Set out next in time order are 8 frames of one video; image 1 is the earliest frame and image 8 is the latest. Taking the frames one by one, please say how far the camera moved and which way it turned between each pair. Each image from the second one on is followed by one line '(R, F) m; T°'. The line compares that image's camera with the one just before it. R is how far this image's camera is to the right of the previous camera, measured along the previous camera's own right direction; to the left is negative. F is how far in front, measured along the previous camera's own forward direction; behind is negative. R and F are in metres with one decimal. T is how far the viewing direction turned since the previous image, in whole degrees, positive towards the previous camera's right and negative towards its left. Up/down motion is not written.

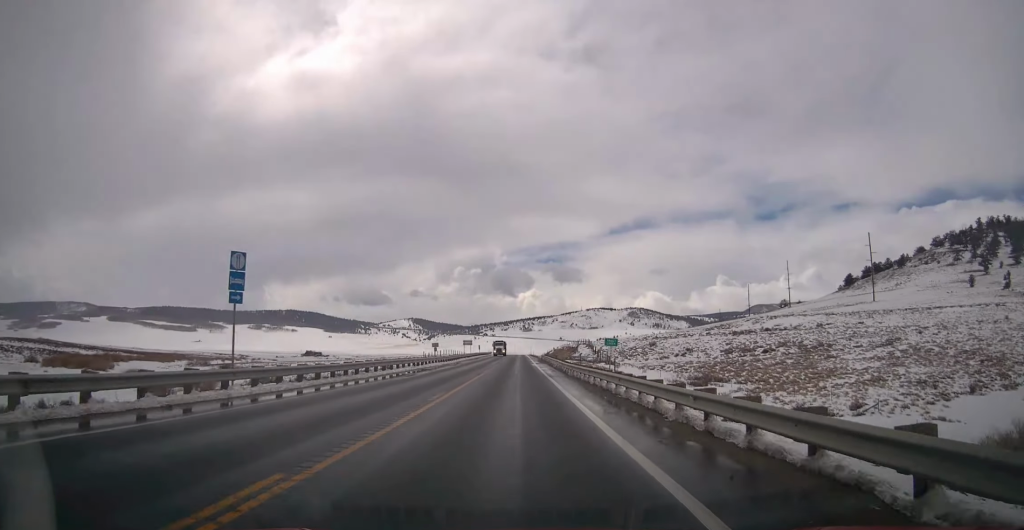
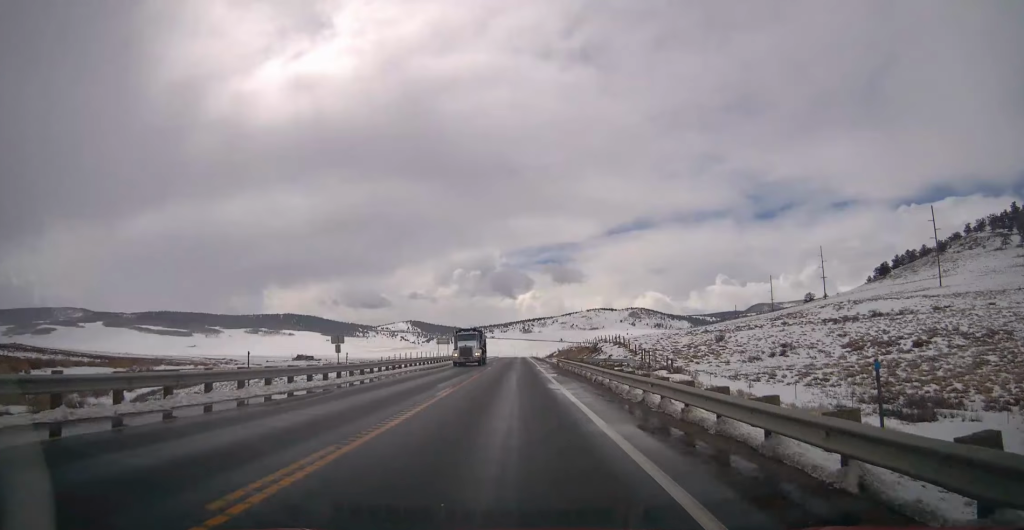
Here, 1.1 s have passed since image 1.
(0.0, +35.1) m; 0°
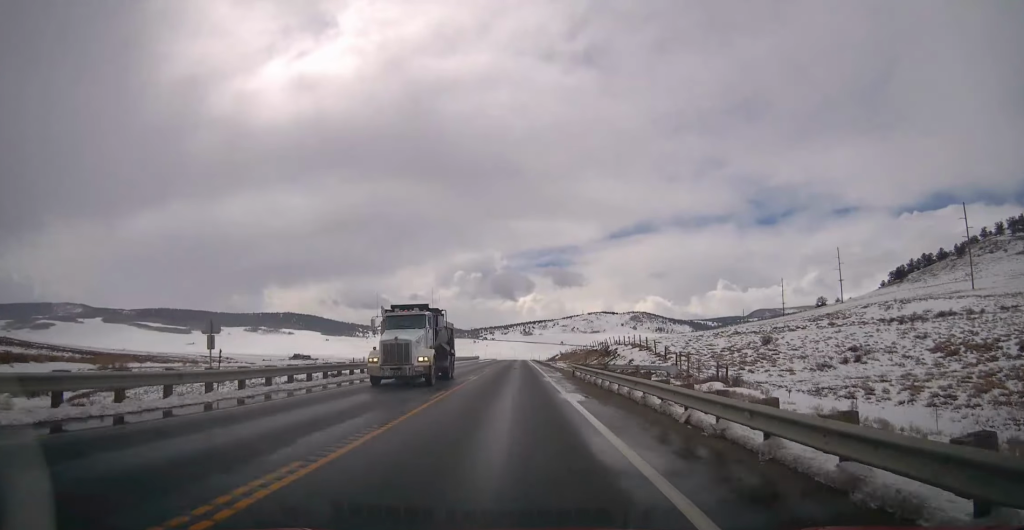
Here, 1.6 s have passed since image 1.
(0.0, +13.6) m; 0°
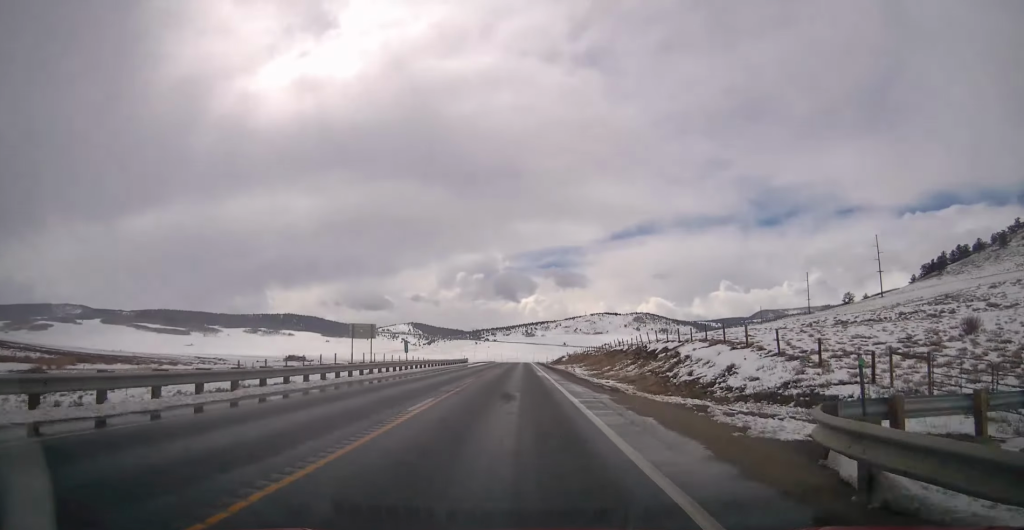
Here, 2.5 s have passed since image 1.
(-0.2, +27.7) m; 0°
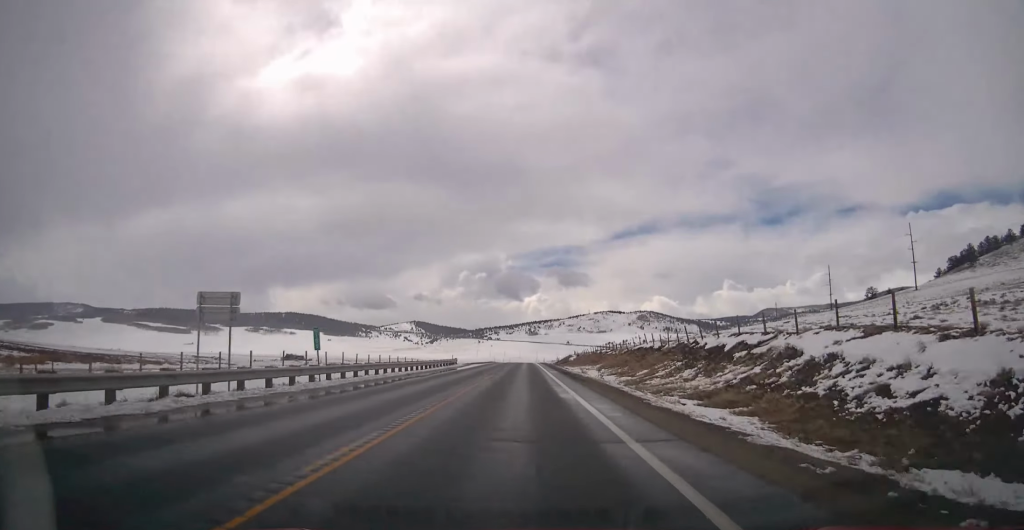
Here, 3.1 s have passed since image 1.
(+0.1, +19.2) m; 0°
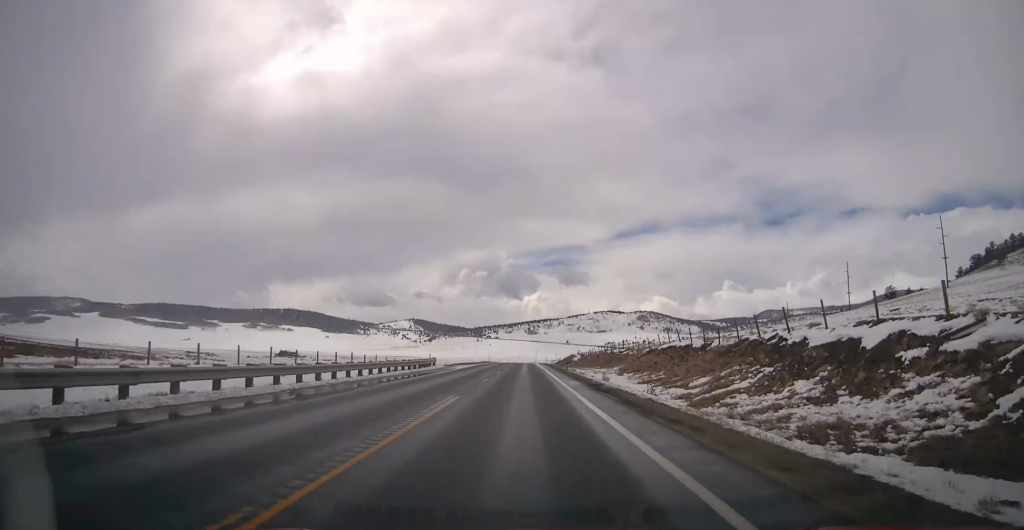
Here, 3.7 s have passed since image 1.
(+0.1, +16.7) m; 0°
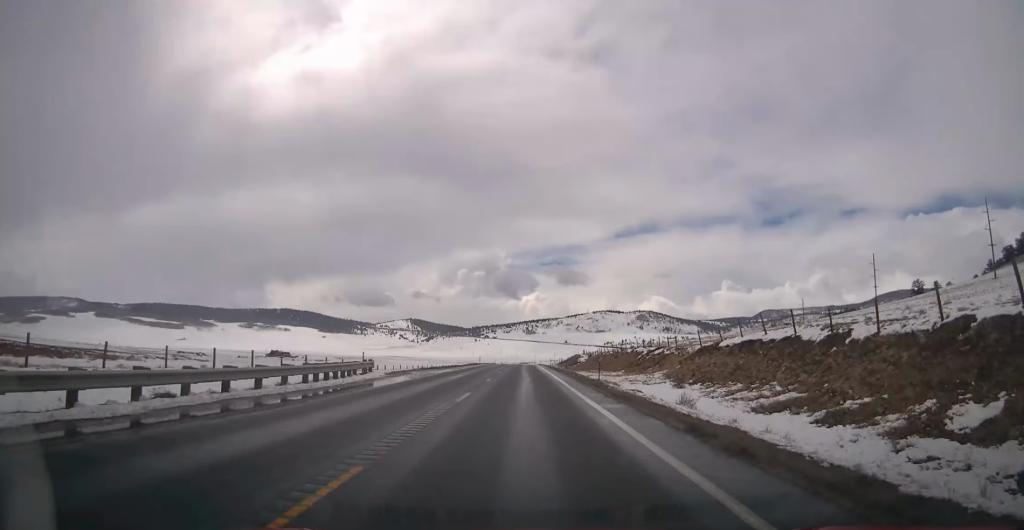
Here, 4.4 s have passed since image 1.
(-0.1, +23.0) m; 0°
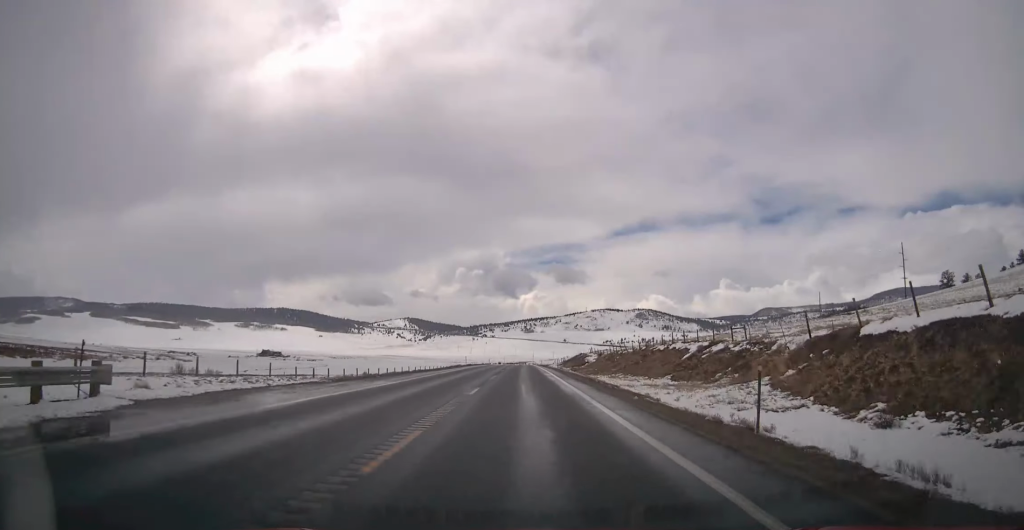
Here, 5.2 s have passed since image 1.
(+0.1, +20.6) m; 0°
